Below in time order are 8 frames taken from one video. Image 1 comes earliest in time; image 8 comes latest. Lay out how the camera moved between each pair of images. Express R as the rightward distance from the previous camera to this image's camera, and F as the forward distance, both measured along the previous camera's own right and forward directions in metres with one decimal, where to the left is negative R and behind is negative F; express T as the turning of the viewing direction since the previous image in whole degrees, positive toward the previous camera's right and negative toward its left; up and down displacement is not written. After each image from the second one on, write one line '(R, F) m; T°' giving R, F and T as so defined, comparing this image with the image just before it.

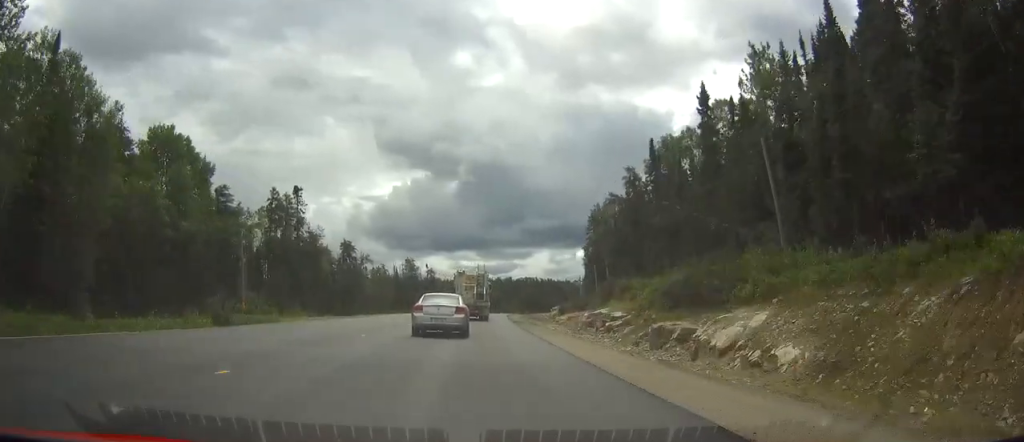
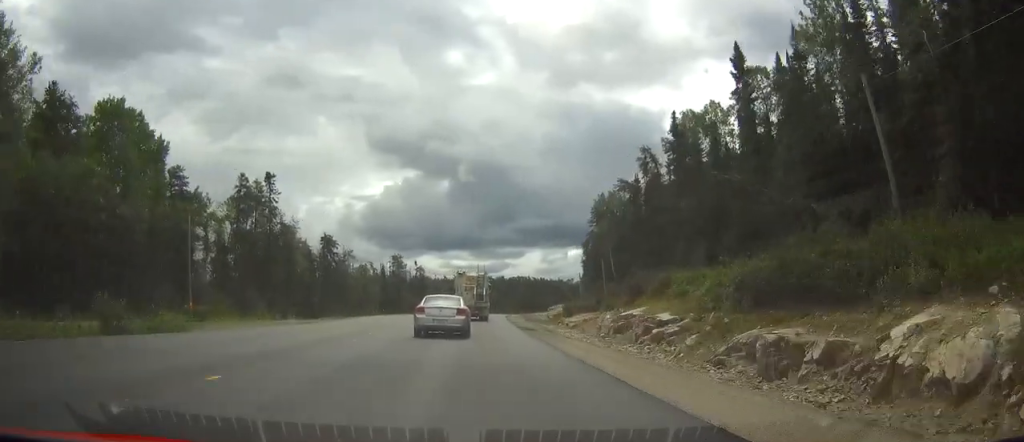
(+0.1, +12.8) m; +1°
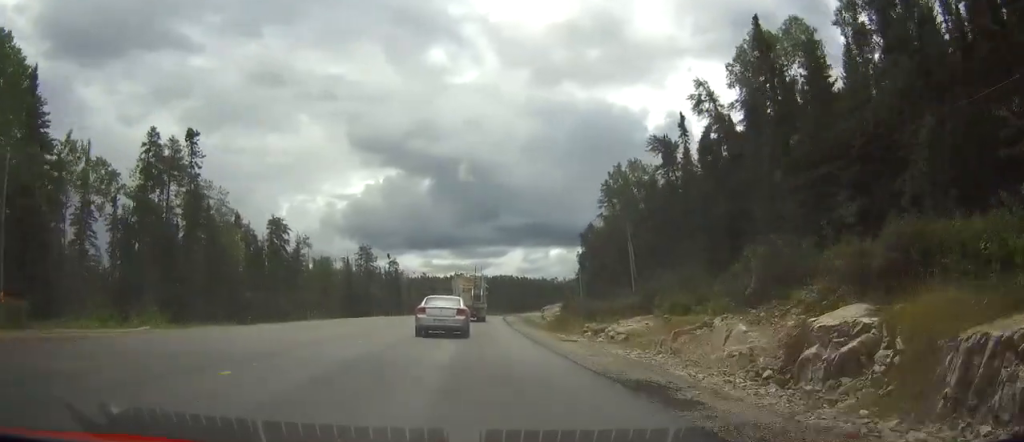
(+0.3, +26.6) m; +1°
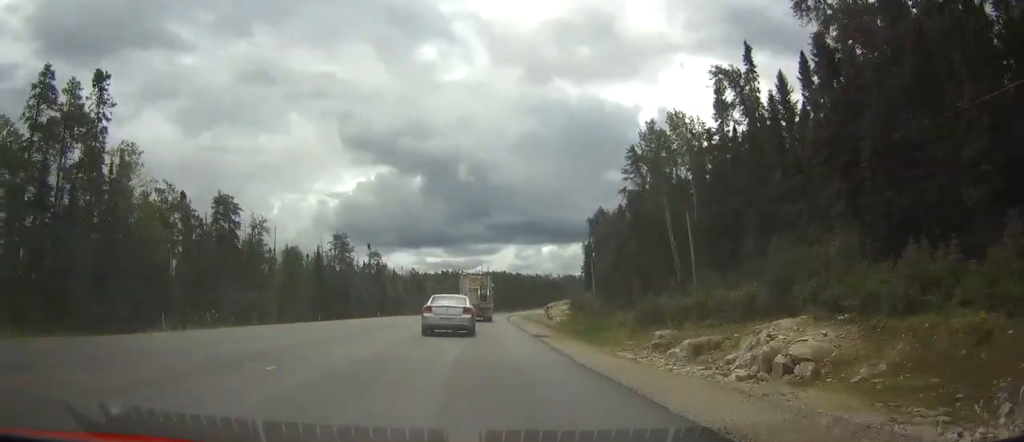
(+0.3, +22.0) m; +1°
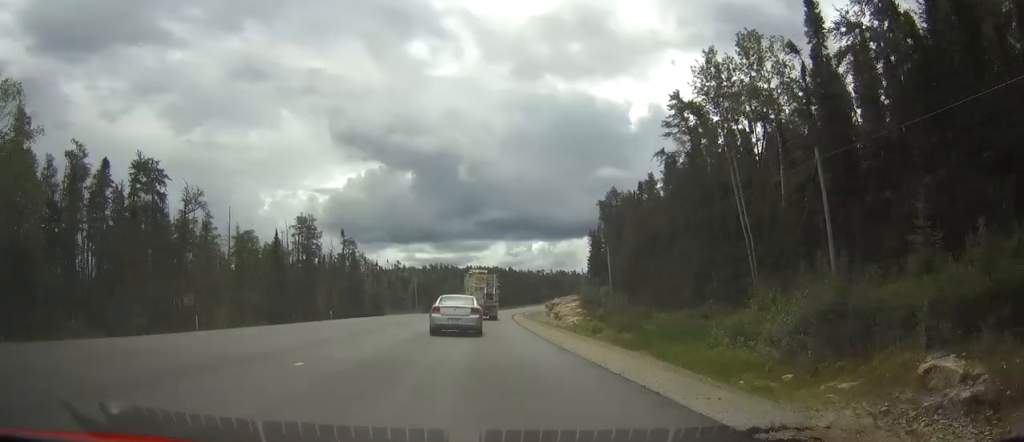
(+0.2, +22.1) m; +1°
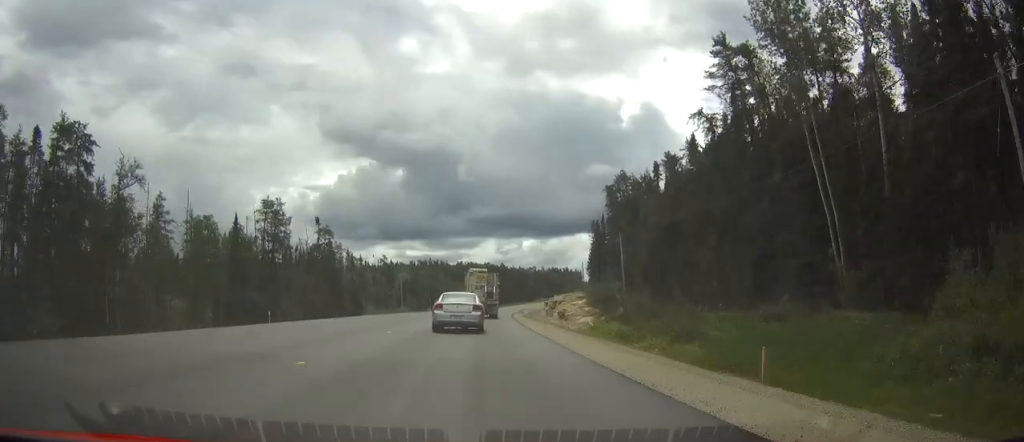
(0.0, +14.8) m; +1°
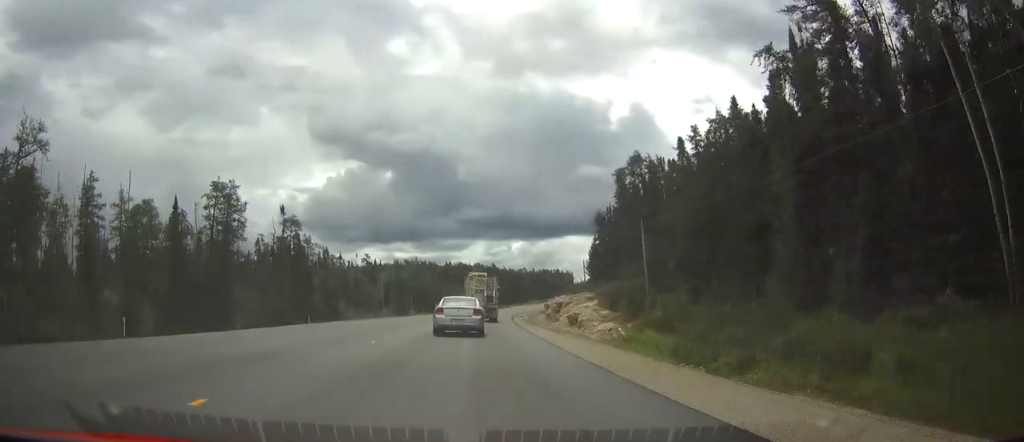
(+0.2, +16.4) m; +1°
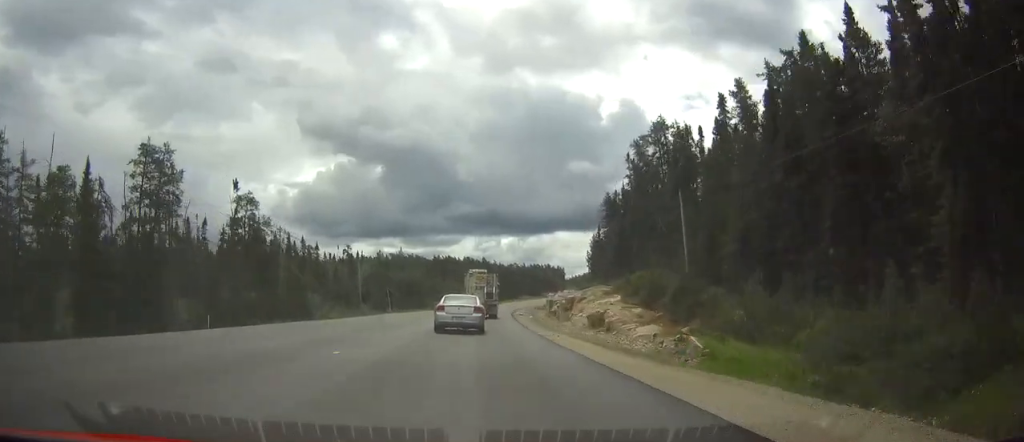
(+0.1, +17.3) m; +1°
